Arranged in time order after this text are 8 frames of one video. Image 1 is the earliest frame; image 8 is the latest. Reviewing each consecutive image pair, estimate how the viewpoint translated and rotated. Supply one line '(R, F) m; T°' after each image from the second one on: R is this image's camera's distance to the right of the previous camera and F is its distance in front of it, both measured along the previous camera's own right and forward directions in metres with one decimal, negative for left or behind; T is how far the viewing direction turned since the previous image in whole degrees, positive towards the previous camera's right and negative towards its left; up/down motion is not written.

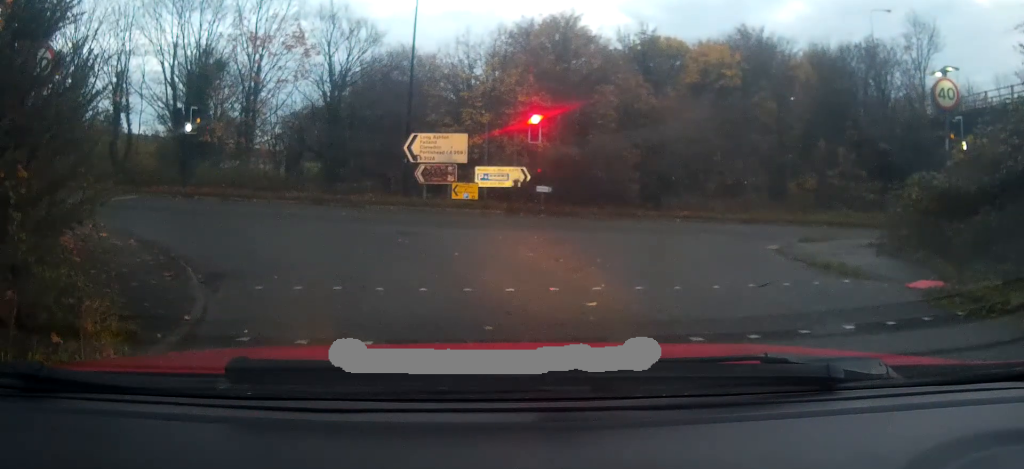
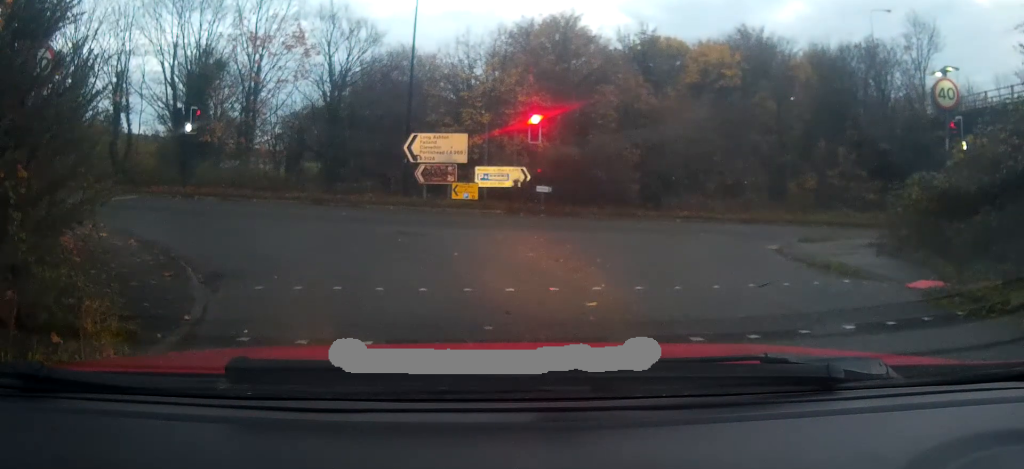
(0.0, 0.0) m; 0°
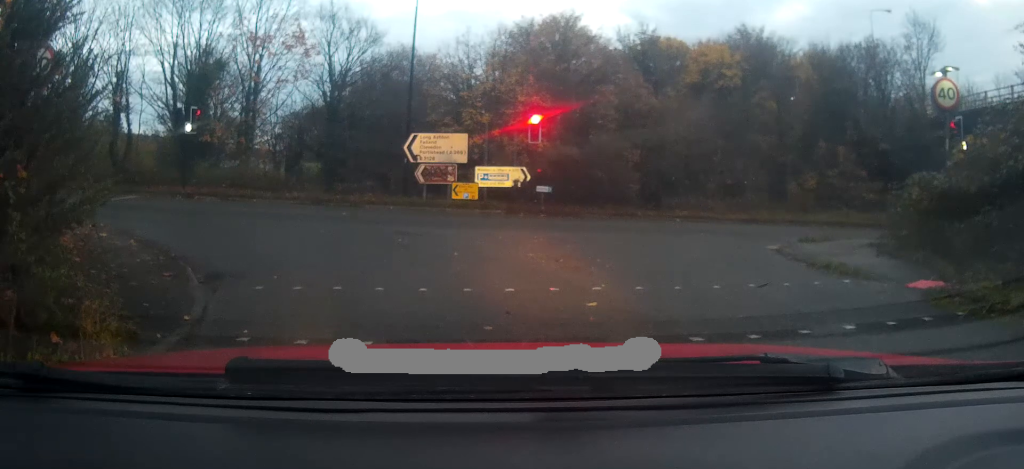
(0.0, 0.0) m; 0°
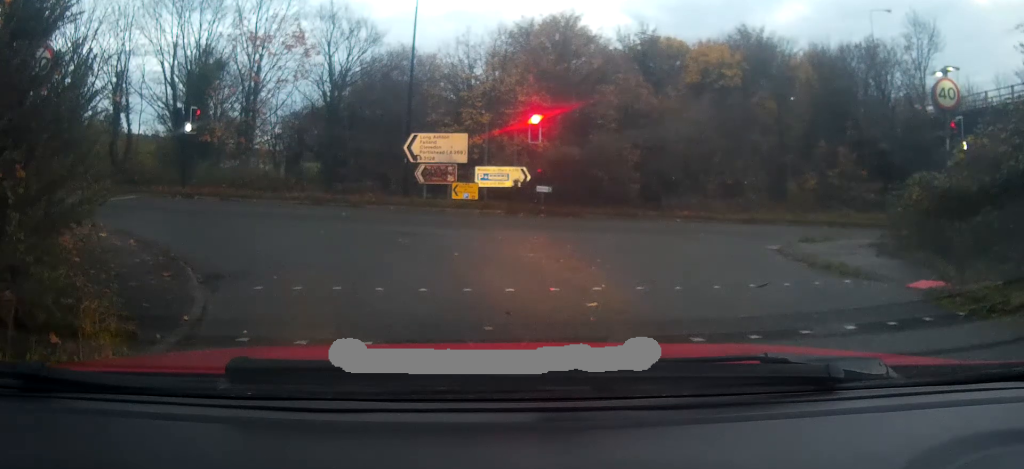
(0.0, 0.0) m; 0°
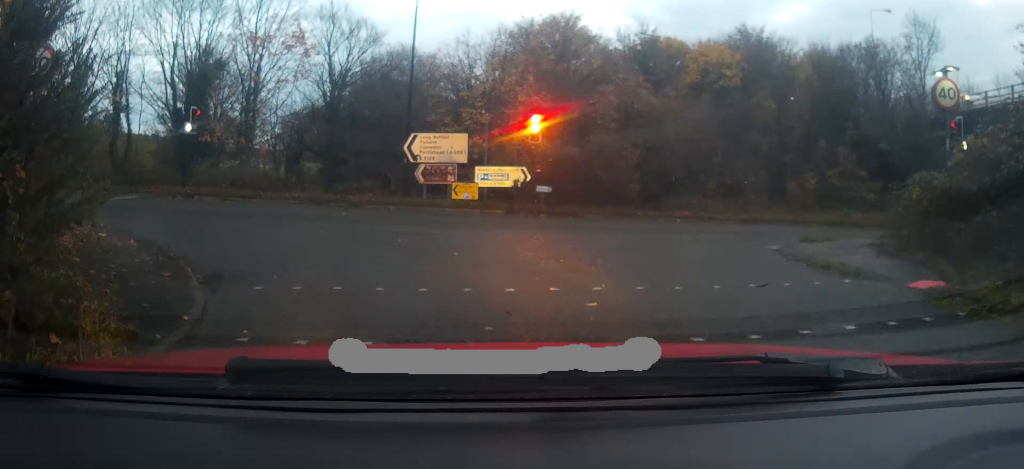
(0.0, 0.0) m; 0°
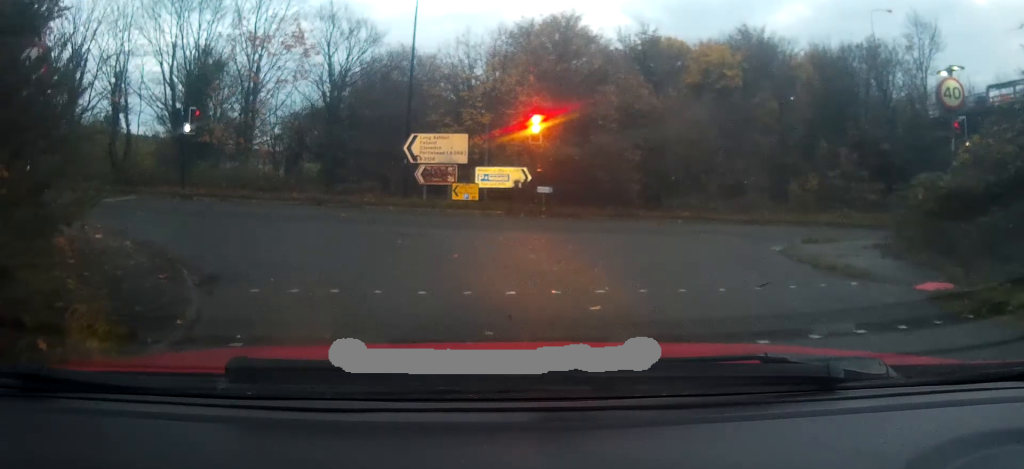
(-0.2, +0.5) m; 0°
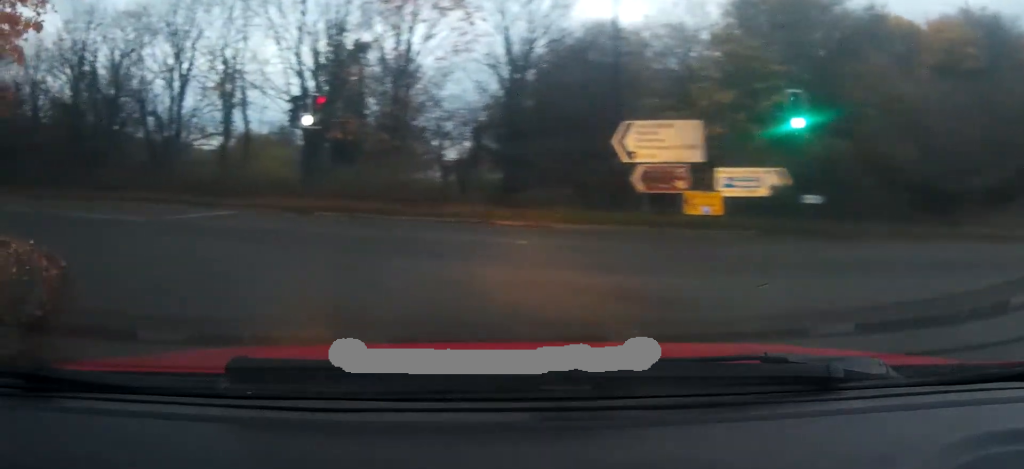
(-1.5, +5.9) m; -31°
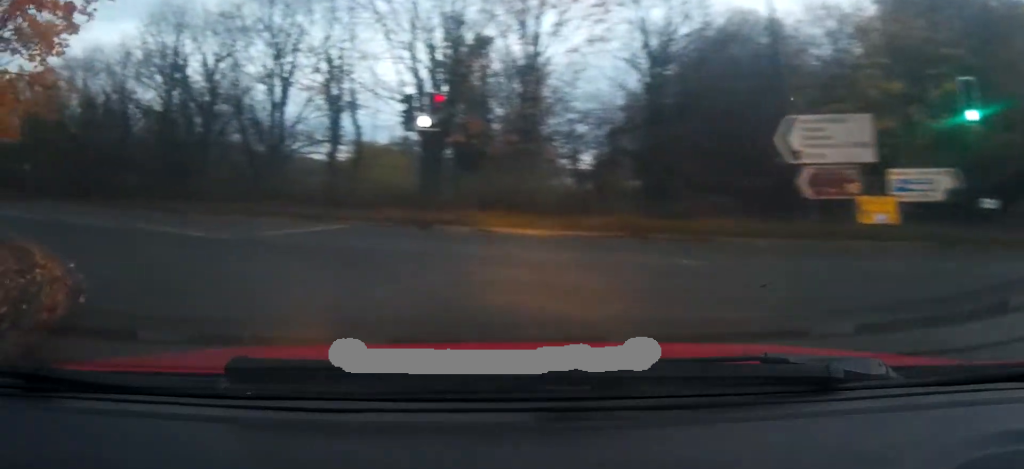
(-0.3, +2.5) m; -11°
